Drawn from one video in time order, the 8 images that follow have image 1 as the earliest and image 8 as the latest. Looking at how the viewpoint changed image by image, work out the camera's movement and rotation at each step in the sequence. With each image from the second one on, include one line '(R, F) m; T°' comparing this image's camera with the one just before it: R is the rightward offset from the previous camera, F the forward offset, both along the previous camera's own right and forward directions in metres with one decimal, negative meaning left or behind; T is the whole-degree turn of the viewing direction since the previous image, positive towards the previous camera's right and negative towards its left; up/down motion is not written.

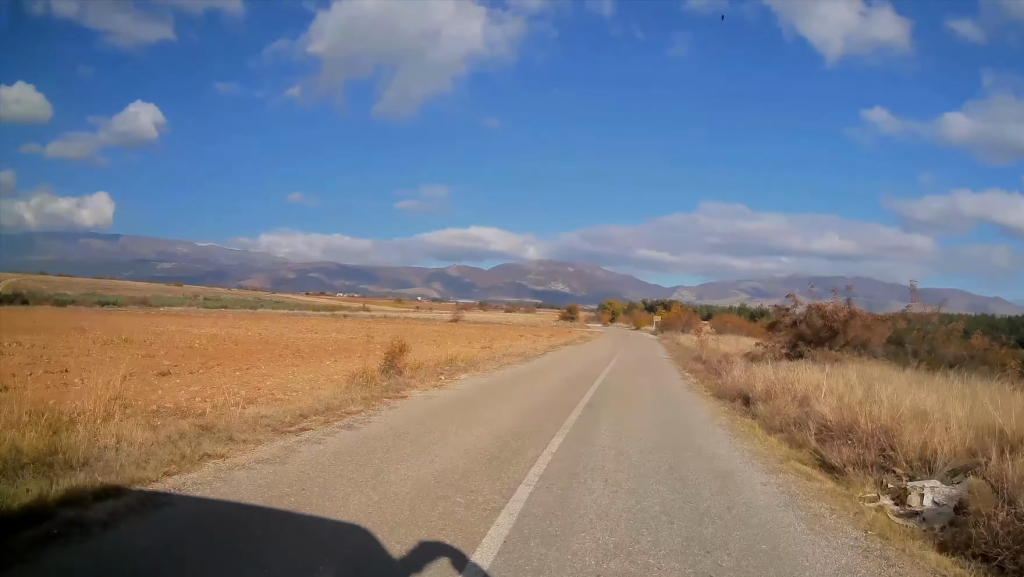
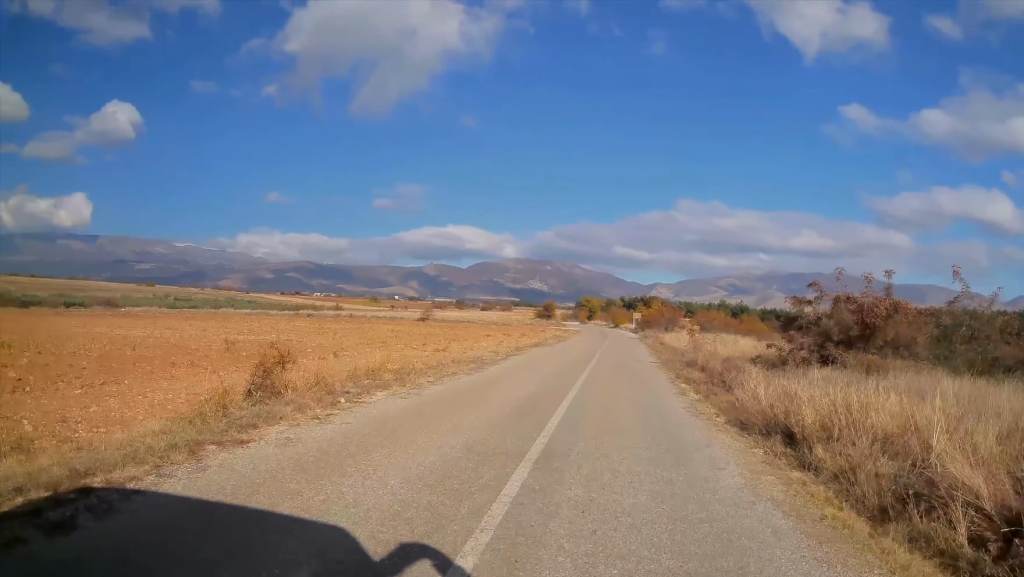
(+0.1, +5.7) m; 0°
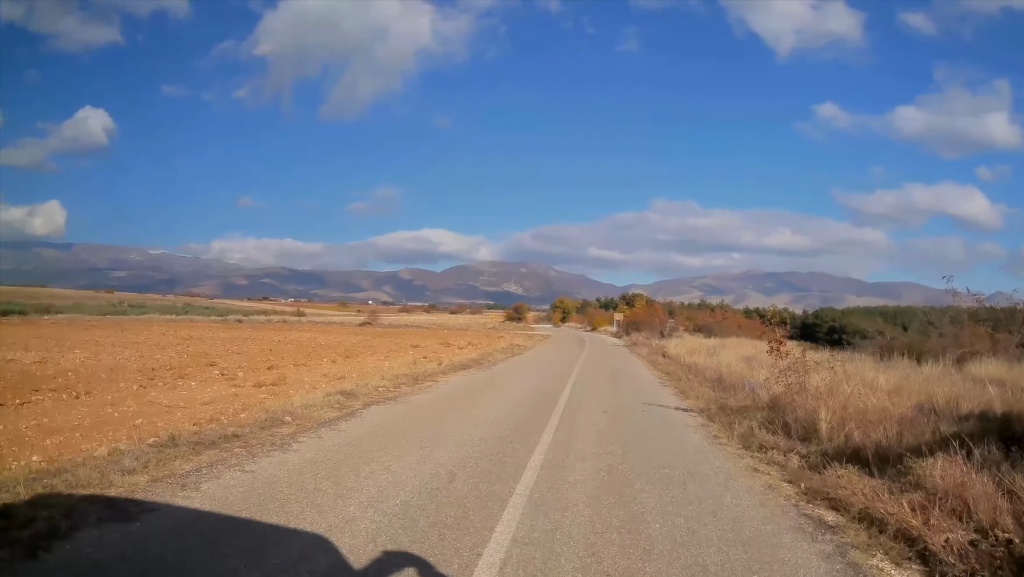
(-0.1, +15.3) m; -1°
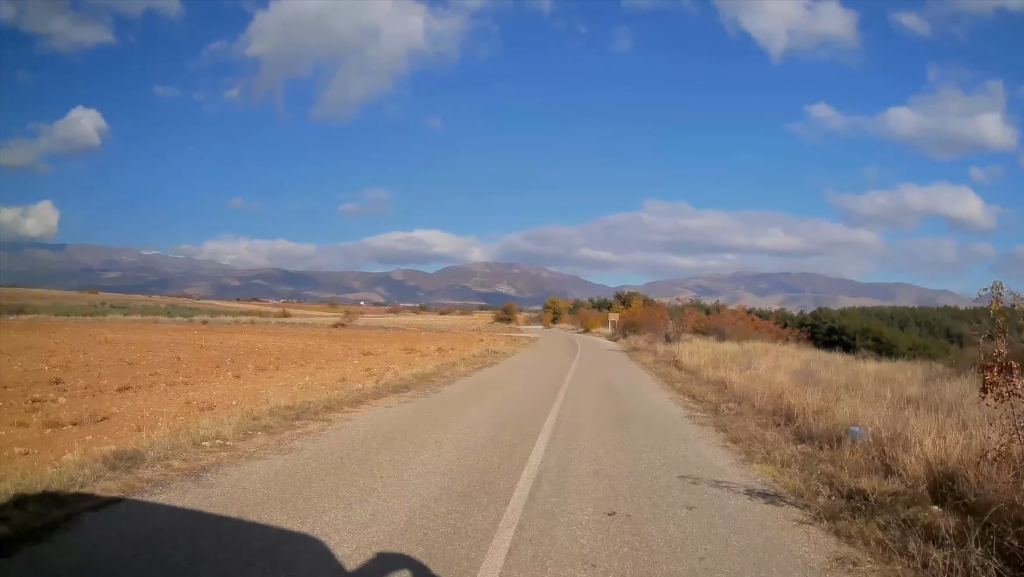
(-0.1, +6.3) m; 0°
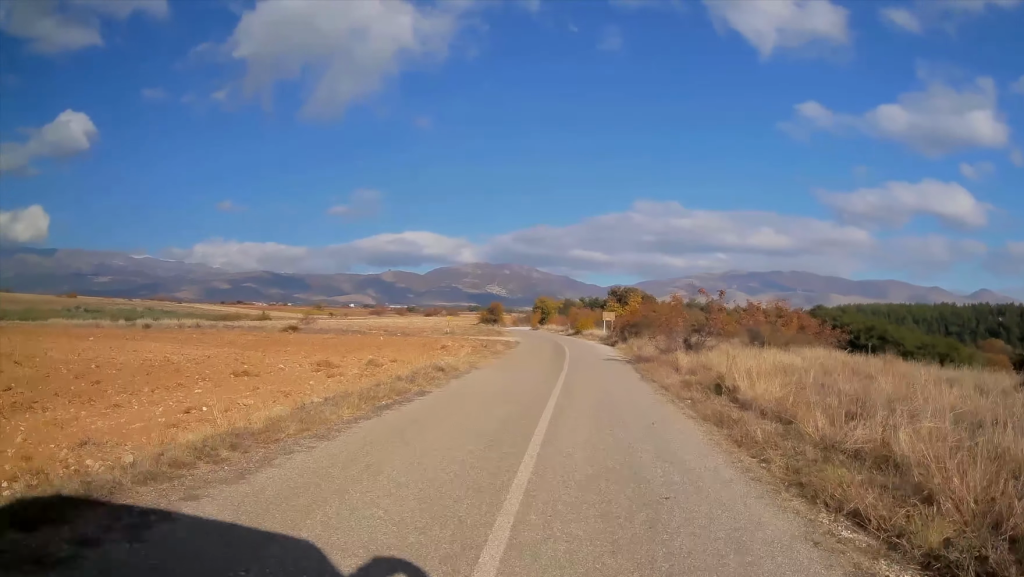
(0.0, +9.6) m; +1°
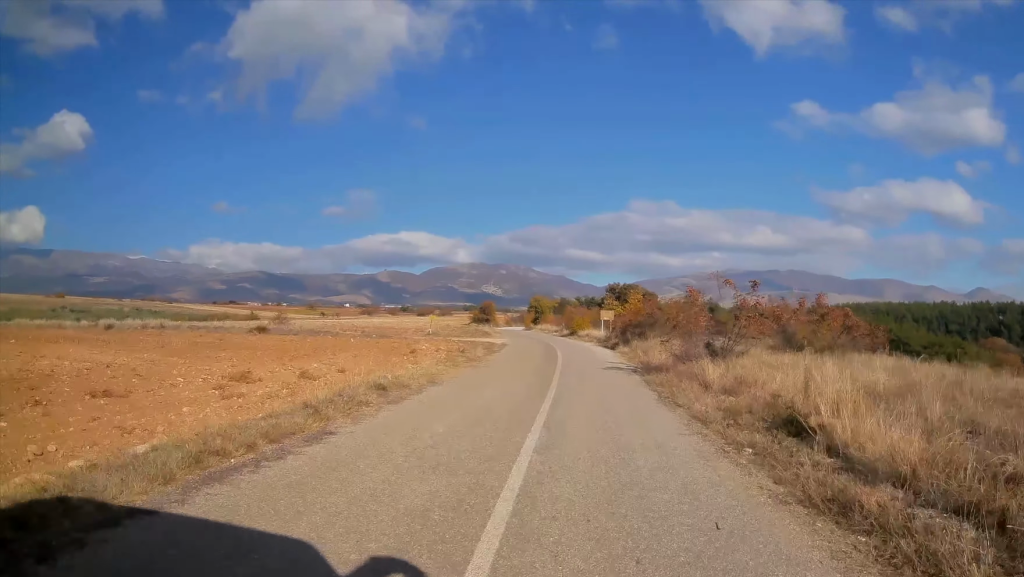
(0.0, +5.6) m; +1°
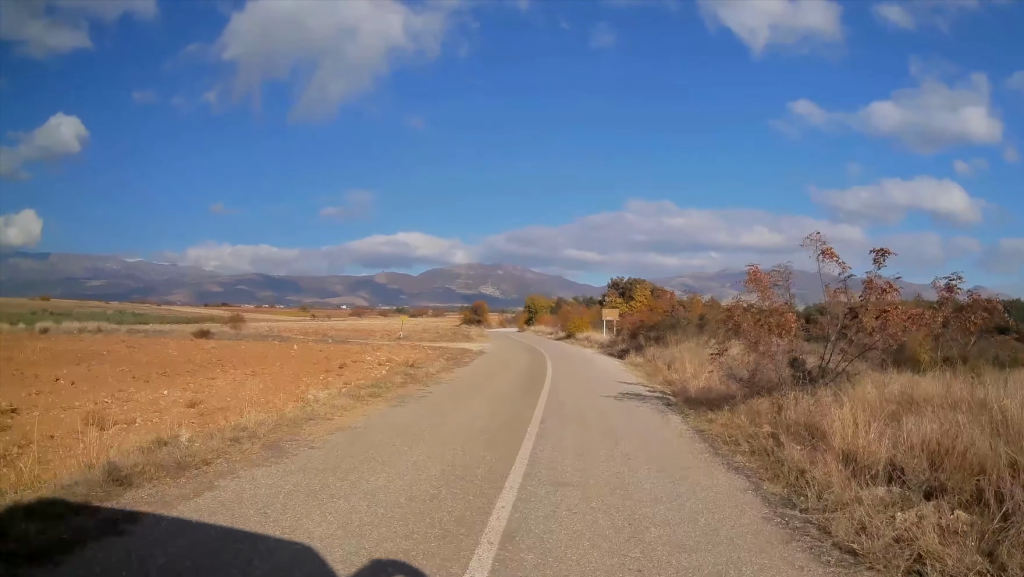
(+0.1, +9.1) m; 0°
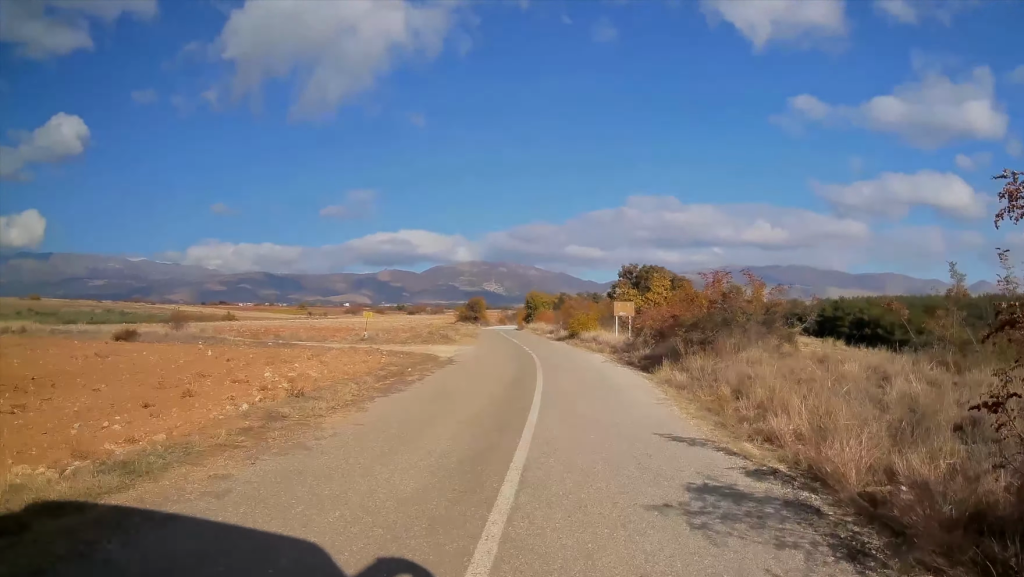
(0.0, +9.9) m; 0°
